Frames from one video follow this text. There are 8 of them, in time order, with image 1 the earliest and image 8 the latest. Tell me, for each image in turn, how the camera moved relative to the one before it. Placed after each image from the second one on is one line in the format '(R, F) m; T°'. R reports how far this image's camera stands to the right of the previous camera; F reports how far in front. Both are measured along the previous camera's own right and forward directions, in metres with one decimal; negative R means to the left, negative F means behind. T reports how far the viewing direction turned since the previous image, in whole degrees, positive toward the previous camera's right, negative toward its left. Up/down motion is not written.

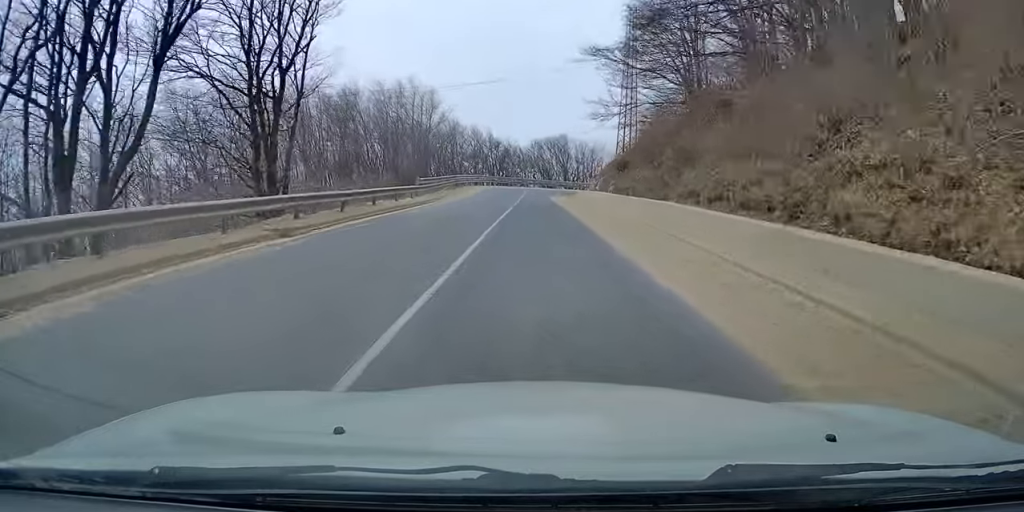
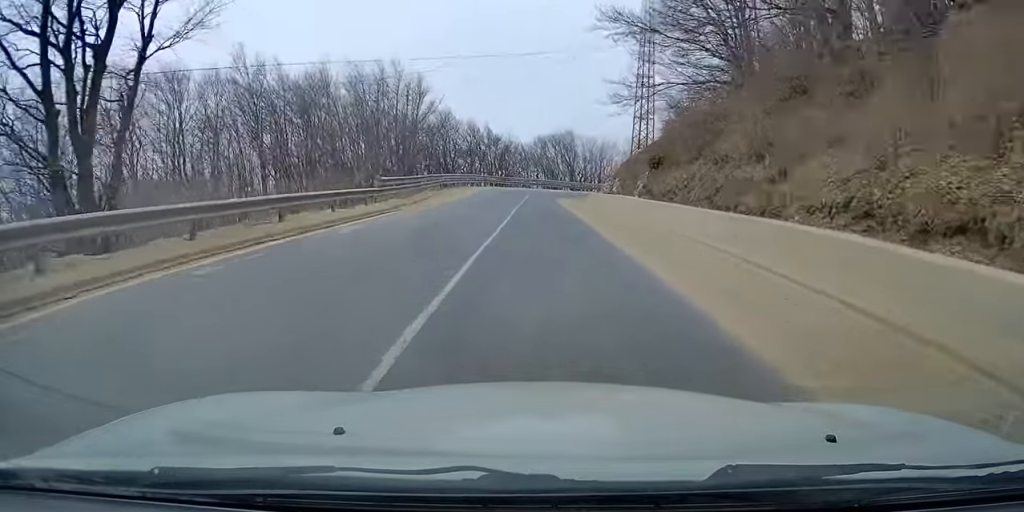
(-0.2, +9.0) m; -1°
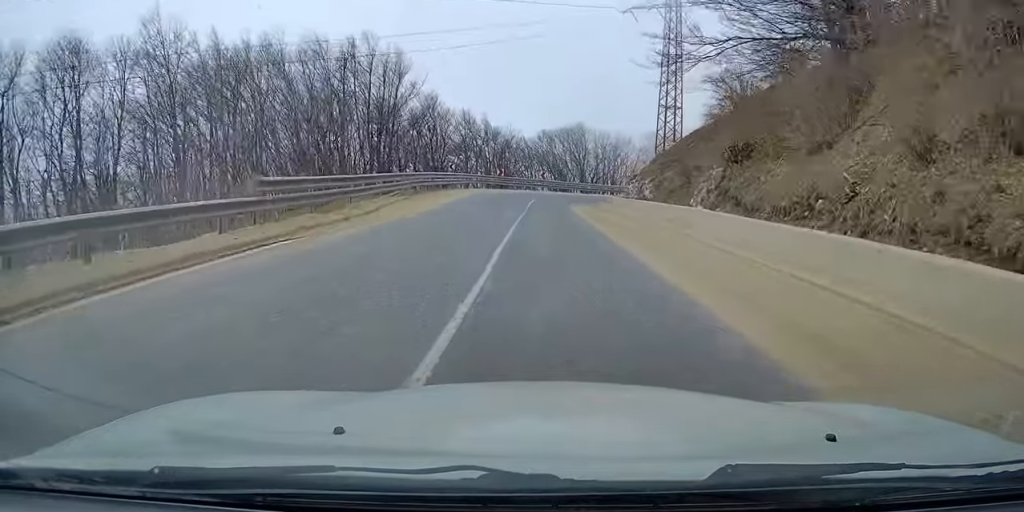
(-0.1, +10.8) m; 0°
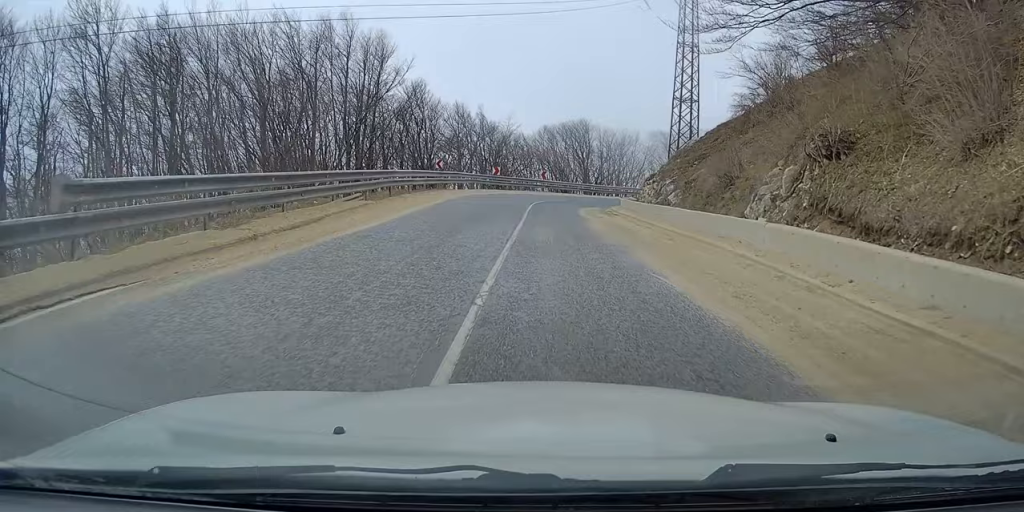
(0.0, +5.7) m; 0°
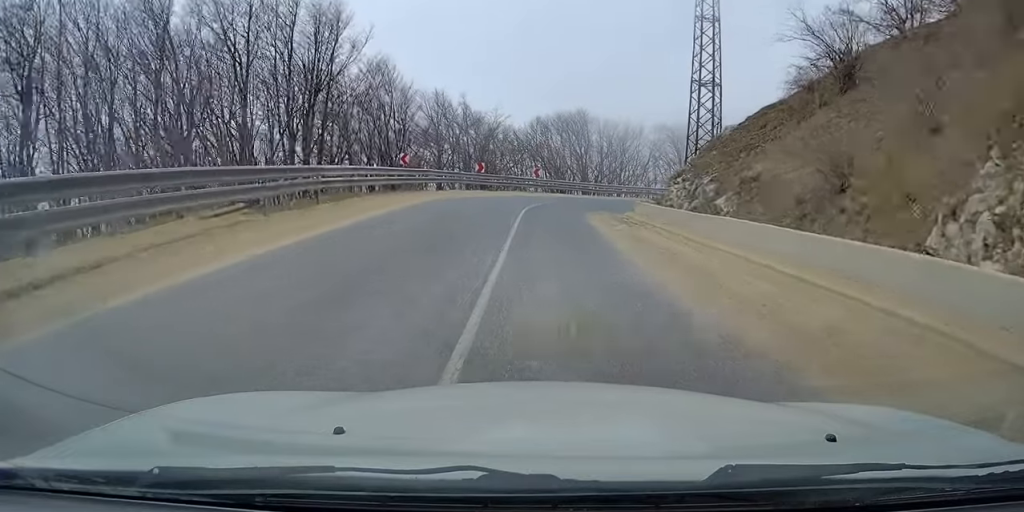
(0.0, +8.3) m; 0°
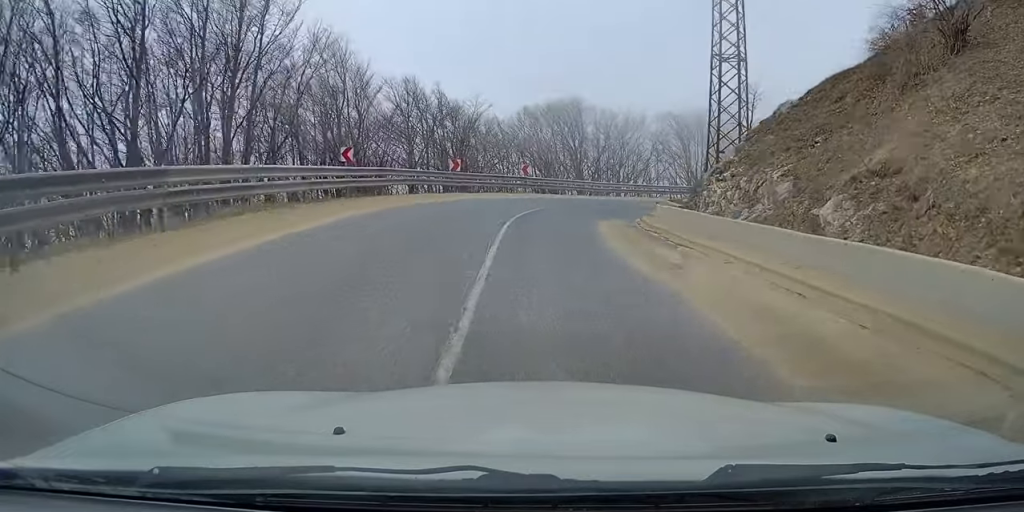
(0.0, +7.7) m; -1°
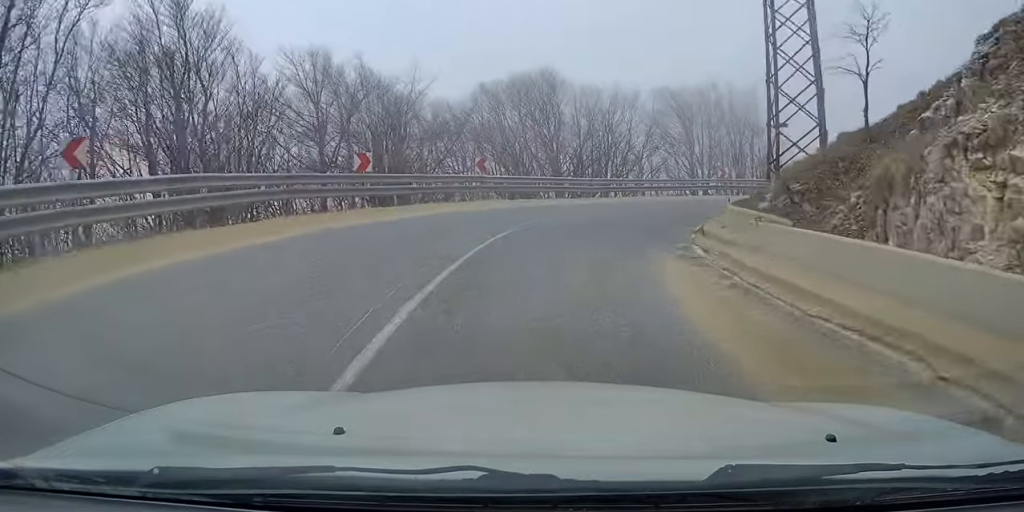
(-0.3, +13.1) m; 0°
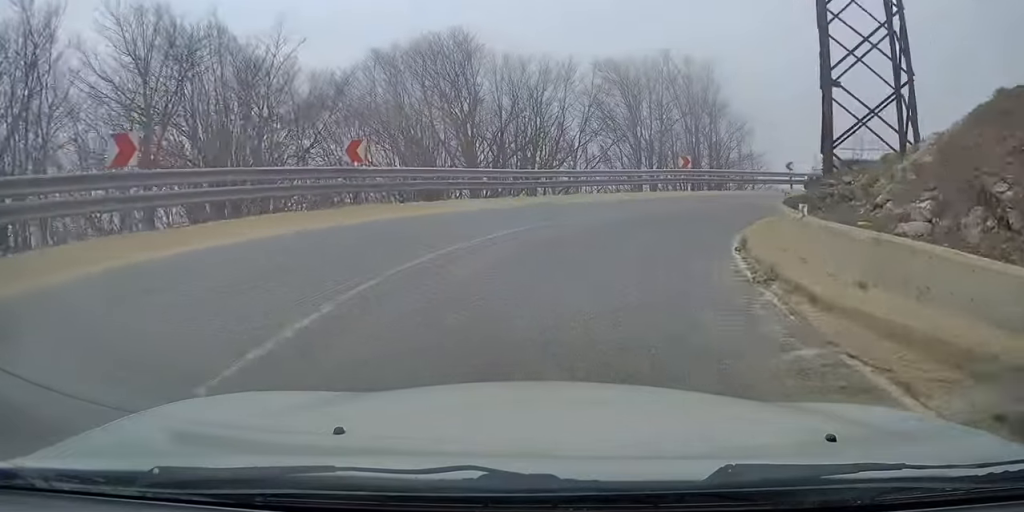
(+0.3, +9.5) m; +6°
